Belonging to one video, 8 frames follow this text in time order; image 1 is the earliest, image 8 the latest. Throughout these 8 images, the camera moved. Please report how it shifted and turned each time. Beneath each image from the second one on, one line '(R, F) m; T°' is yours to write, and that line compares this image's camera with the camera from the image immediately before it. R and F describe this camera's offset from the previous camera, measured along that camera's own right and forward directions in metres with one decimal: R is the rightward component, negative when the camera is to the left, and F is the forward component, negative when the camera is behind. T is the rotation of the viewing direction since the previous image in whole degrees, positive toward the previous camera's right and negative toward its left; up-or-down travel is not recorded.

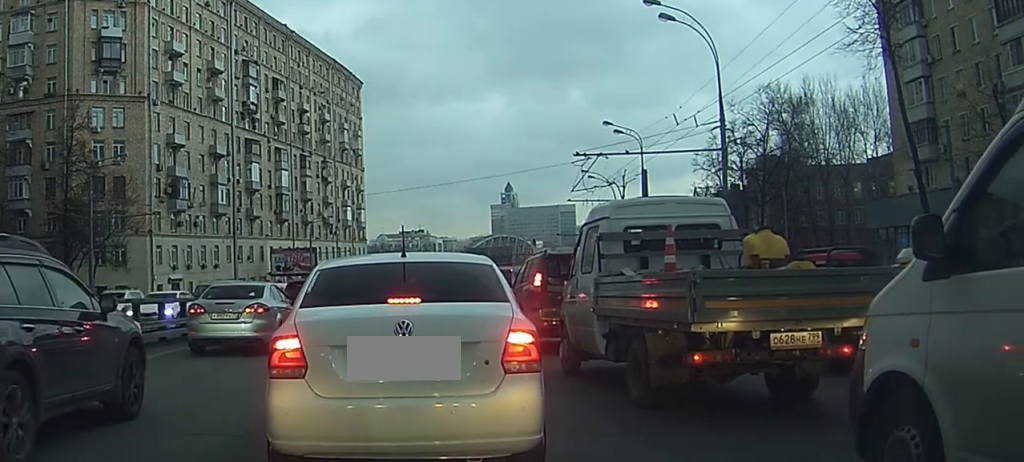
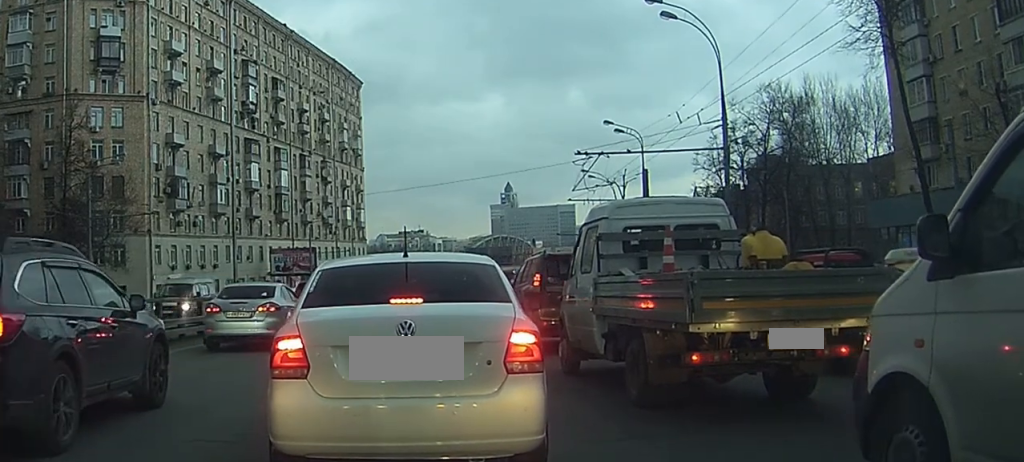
(0.0, 0.0) m; 0°
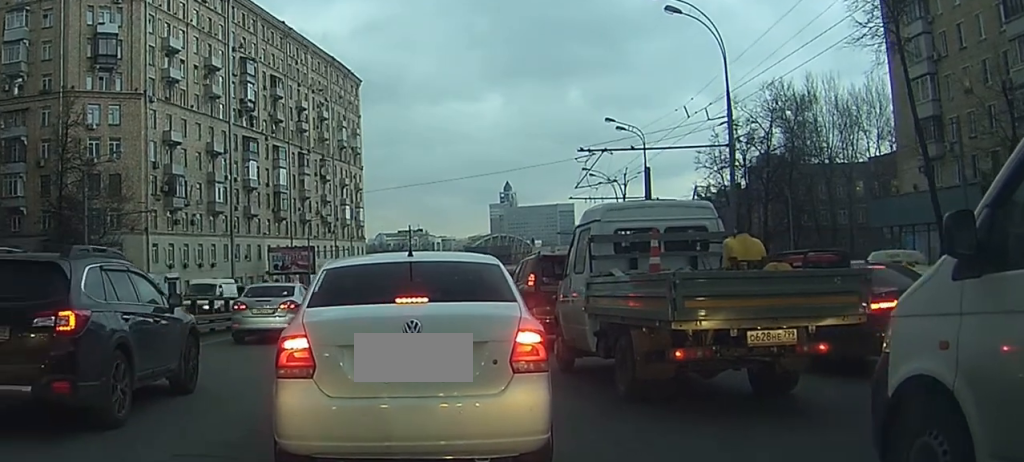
(0.0, 0.0) m; 0°
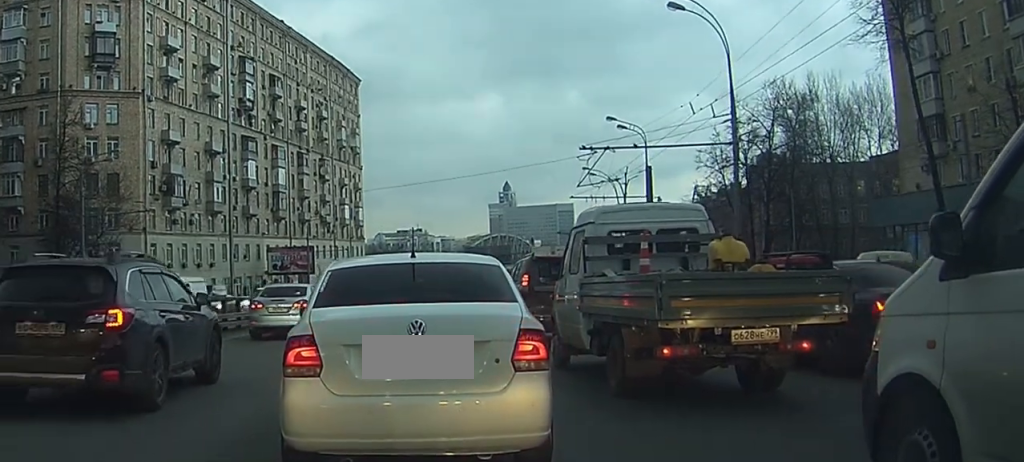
(0.0, 0.0) m; 0°
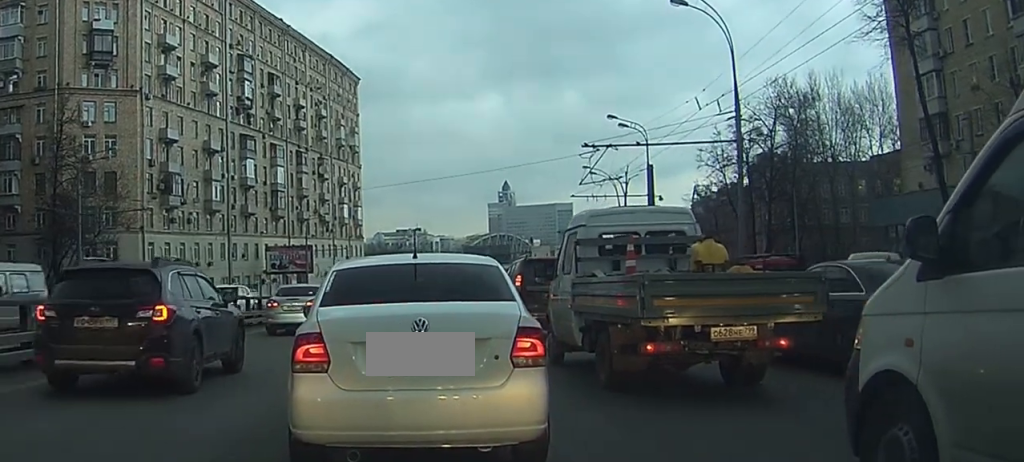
(0.0, 0.0) m; 0°
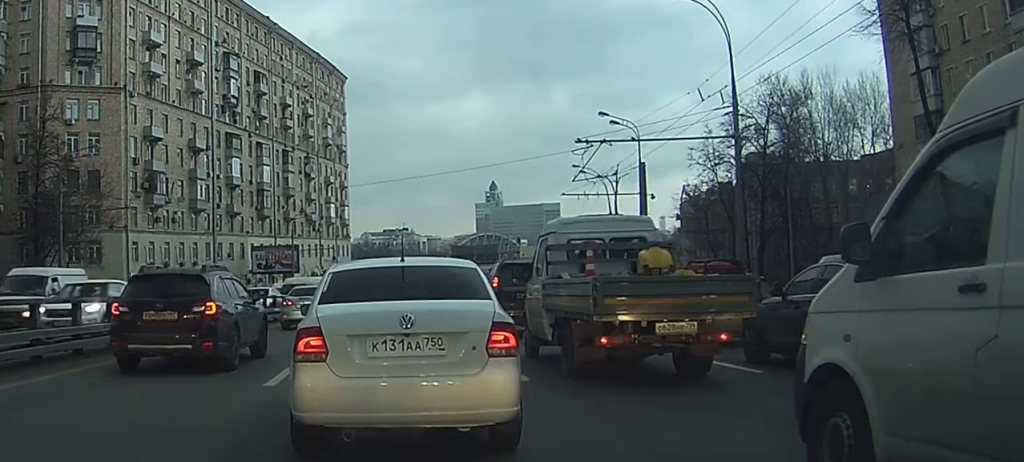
(0.0, 0.0) m; 0°
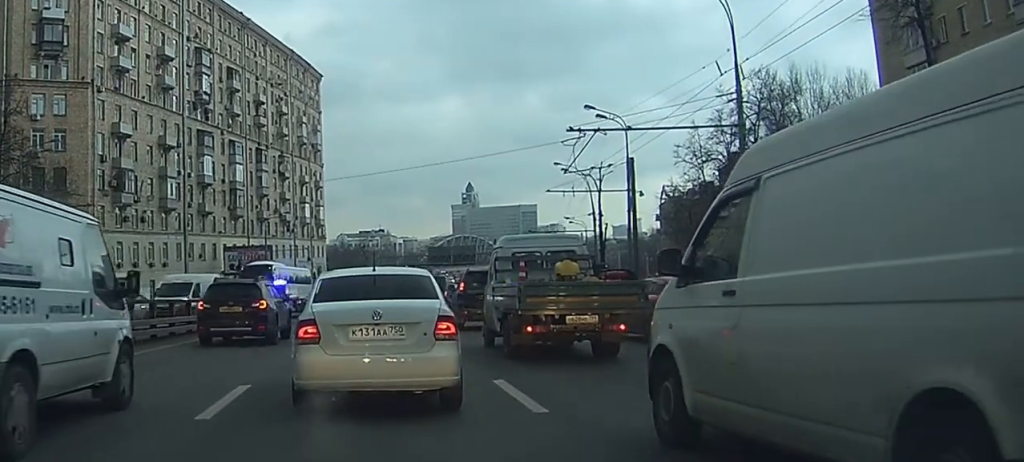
(0.0, 0.0) m; 0°
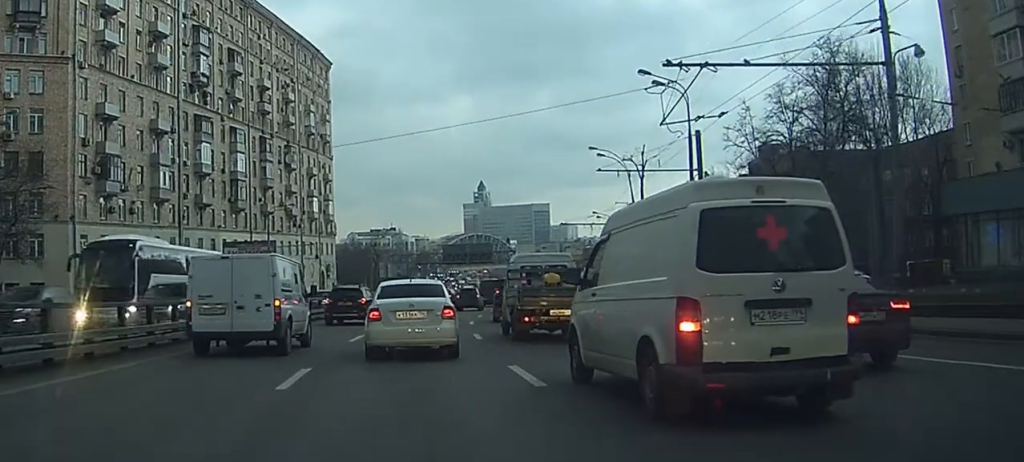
(+0.3, +7.9) m; +5°
